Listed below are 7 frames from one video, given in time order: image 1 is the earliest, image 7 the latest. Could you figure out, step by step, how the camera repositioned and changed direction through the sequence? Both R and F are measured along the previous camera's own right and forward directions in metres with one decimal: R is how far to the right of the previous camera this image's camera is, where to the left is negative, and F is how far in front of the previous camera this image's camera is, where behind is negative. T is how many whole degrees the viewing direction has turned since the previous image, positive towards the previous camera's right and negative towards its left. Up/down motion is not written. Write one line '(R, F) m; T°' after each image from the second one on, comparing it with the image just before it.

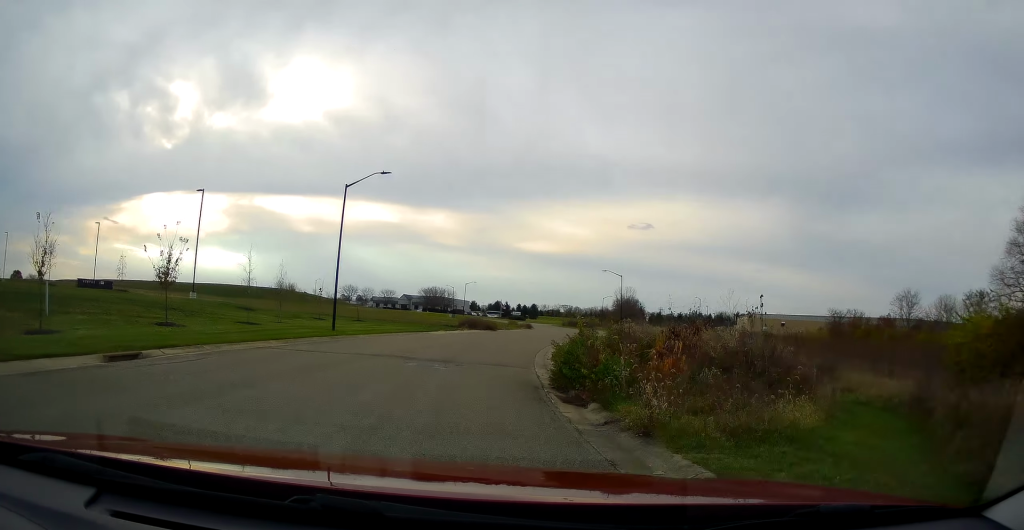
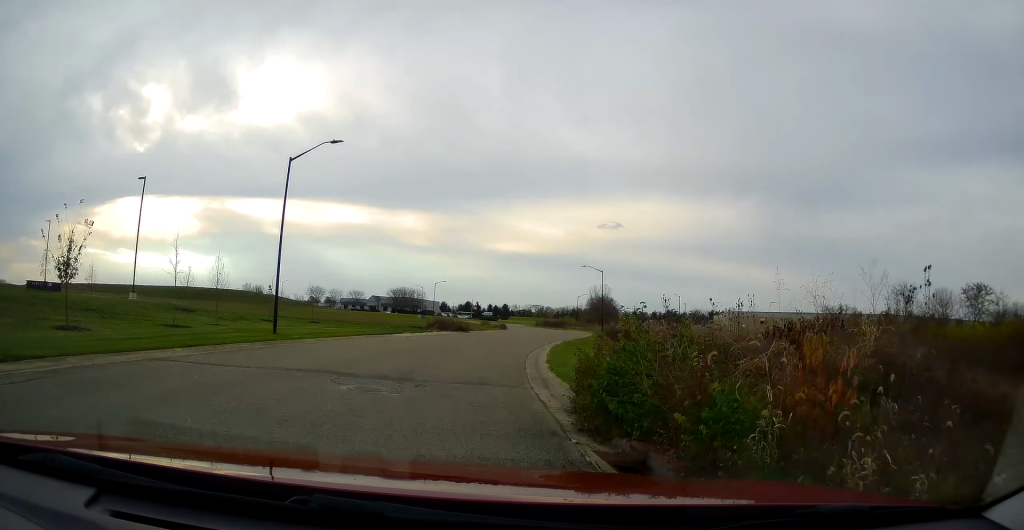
(+0.2, +6.0) m; +3°
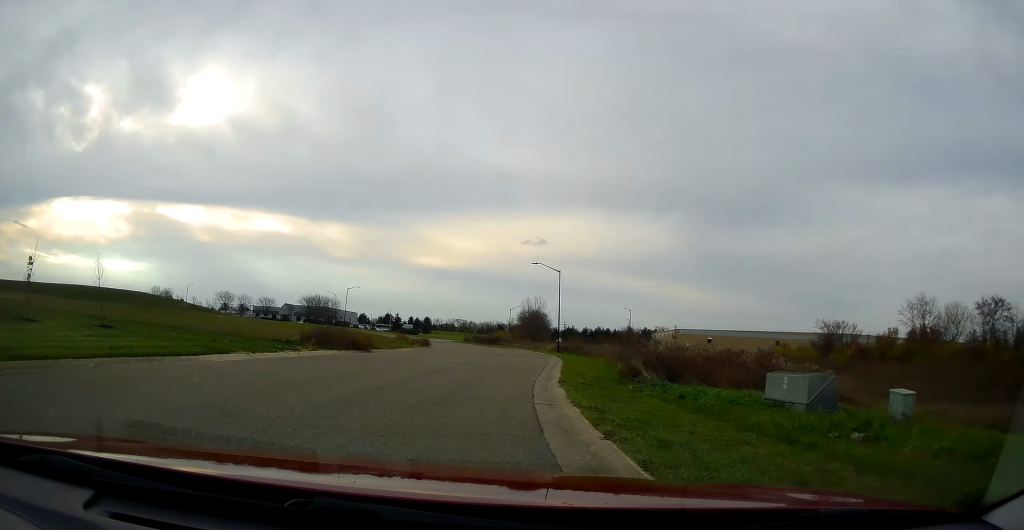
(+1.5, +20.9) m; +13°
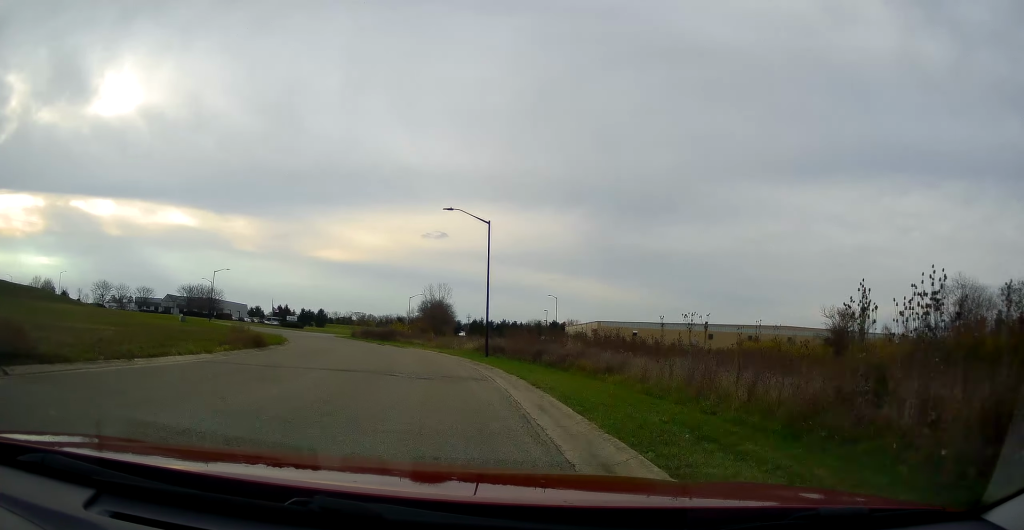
(+2.6, +24.1) m; +6°
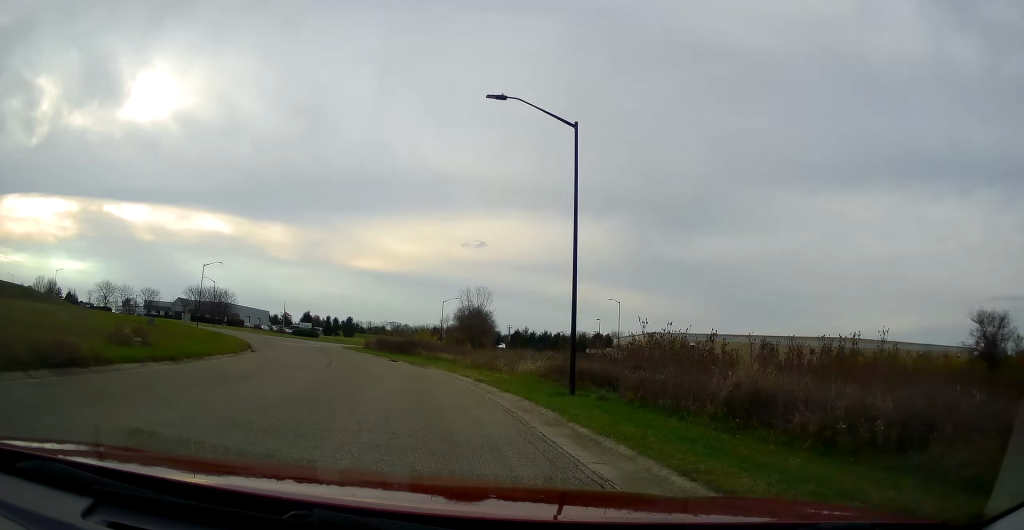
(+0.5, +18.4) m; +2°
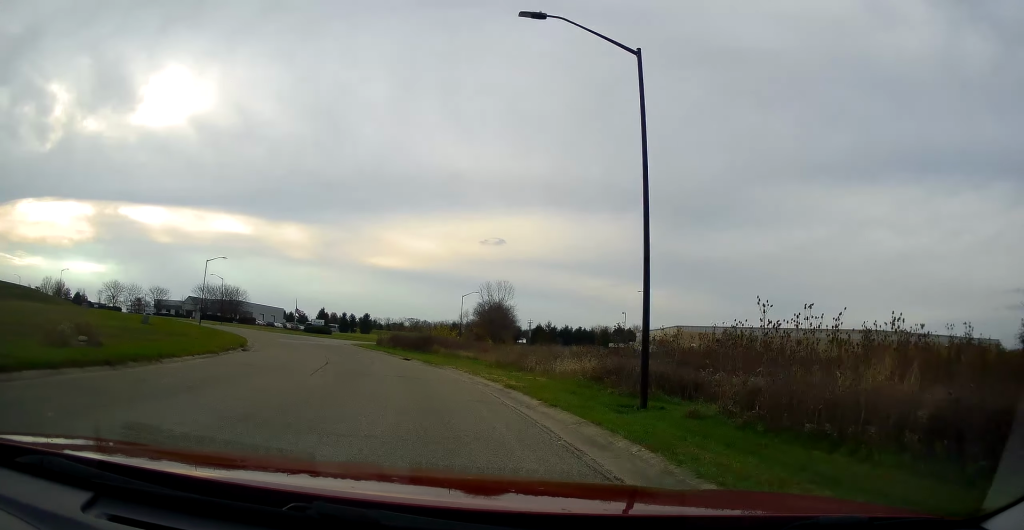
(+0.4, +5.2) m; -1°
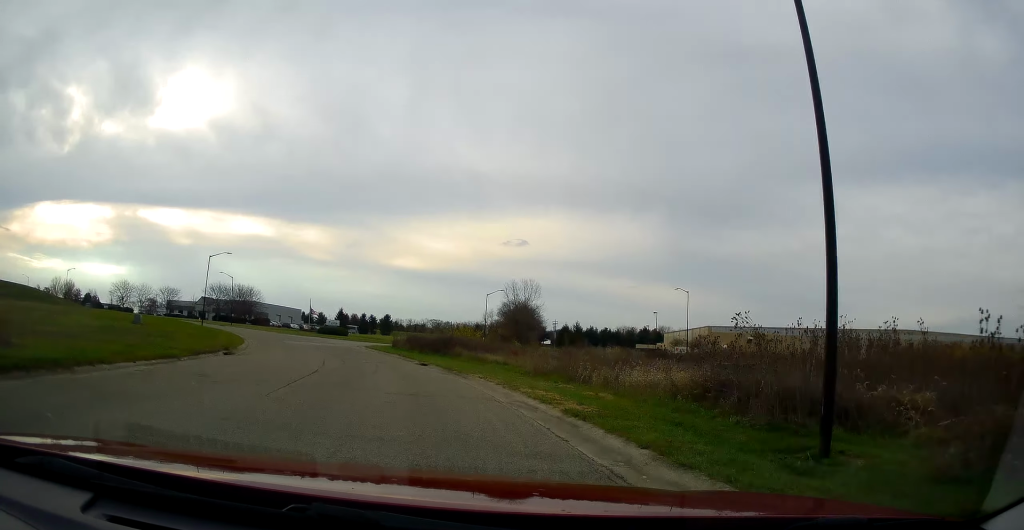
(0.0, +6.0) m; -2°
